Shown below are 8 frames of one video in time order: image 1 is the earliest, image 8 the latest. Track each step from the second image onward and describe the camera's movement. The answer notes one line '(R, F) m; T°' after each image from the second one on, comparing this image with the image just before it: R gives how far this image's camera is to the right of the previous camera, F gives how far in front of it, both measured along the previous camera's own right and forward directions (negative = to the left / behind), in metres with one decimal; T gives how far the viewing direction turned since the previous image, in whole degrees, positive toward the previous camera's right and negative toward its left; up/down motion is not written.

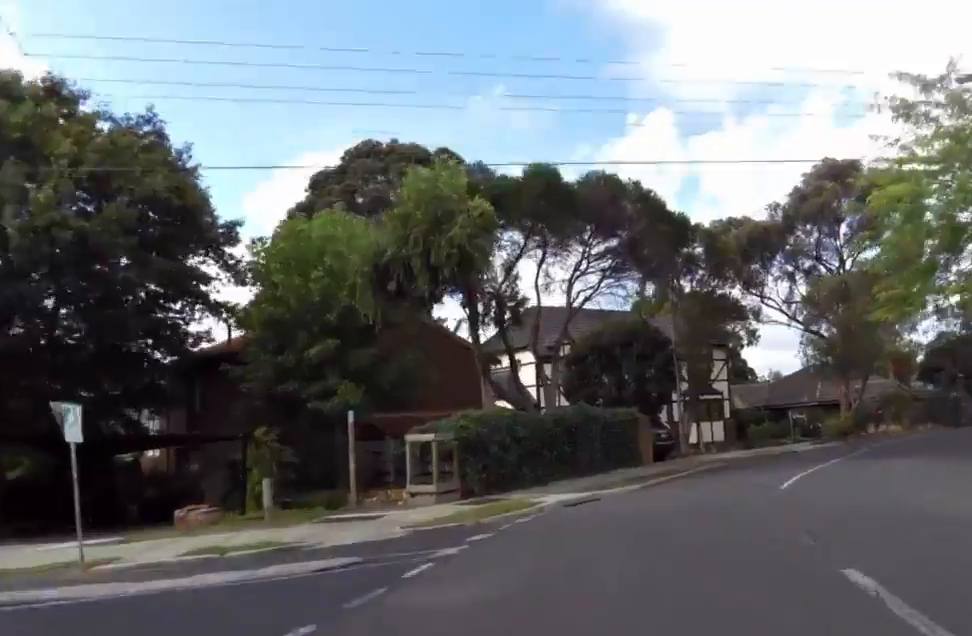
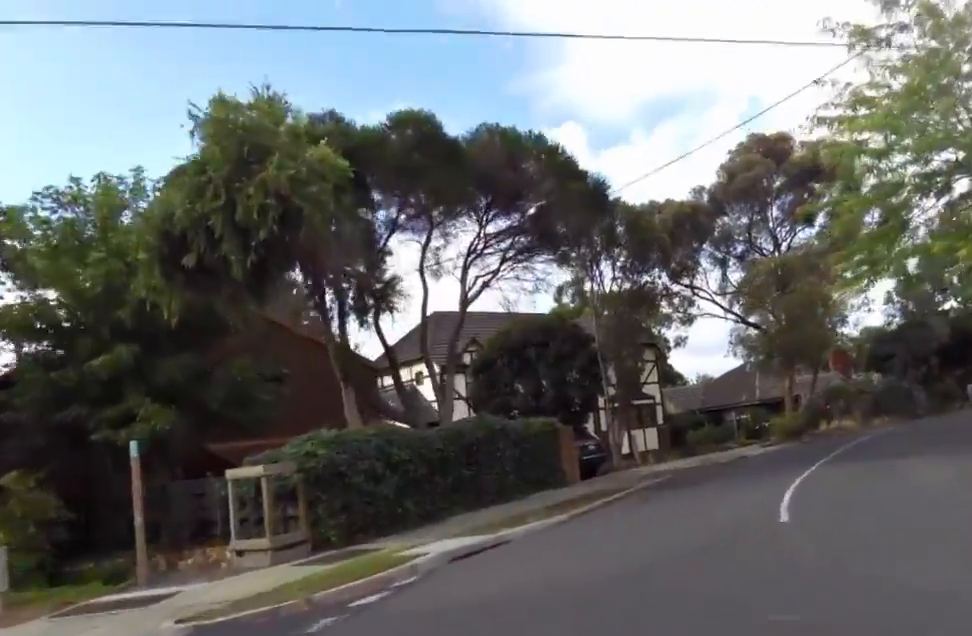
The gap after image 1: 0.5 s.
(+0.4, +4.7) m; +3°
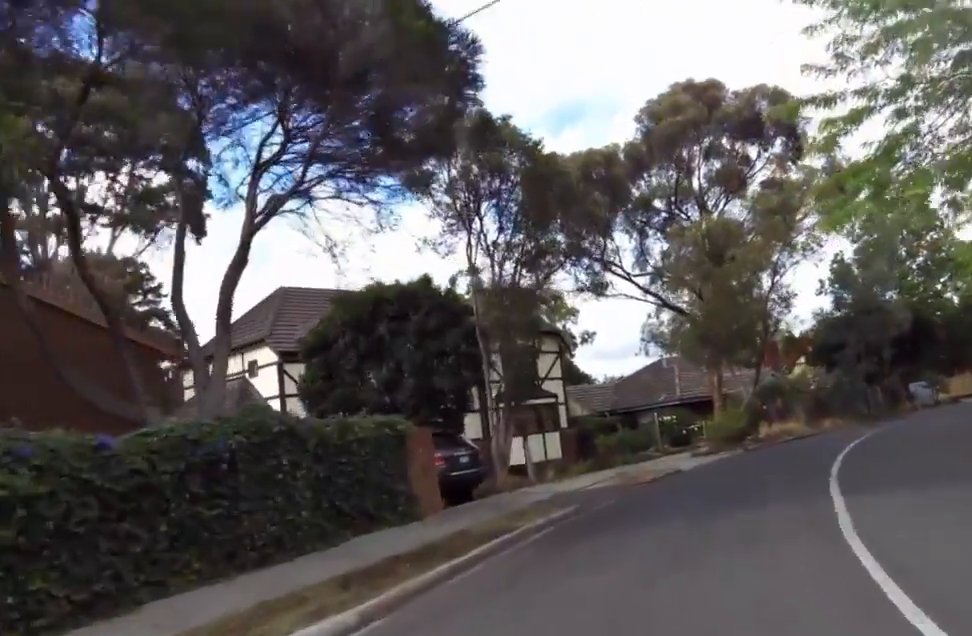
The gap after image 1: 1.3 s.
(+0.2, +7.2) m; +10°
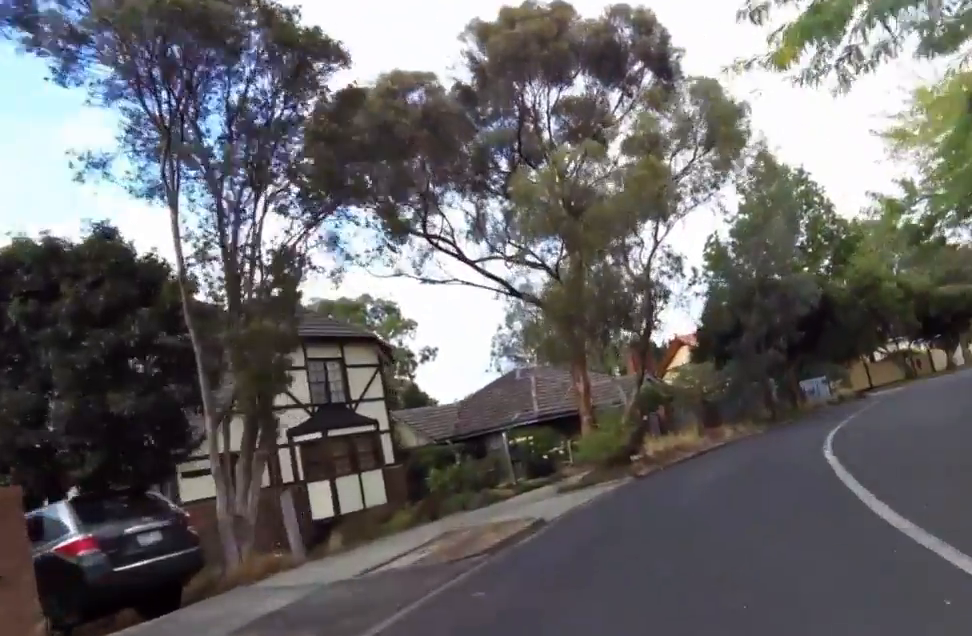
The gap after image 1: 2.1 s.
(+0.4, +6.7) m; +12°
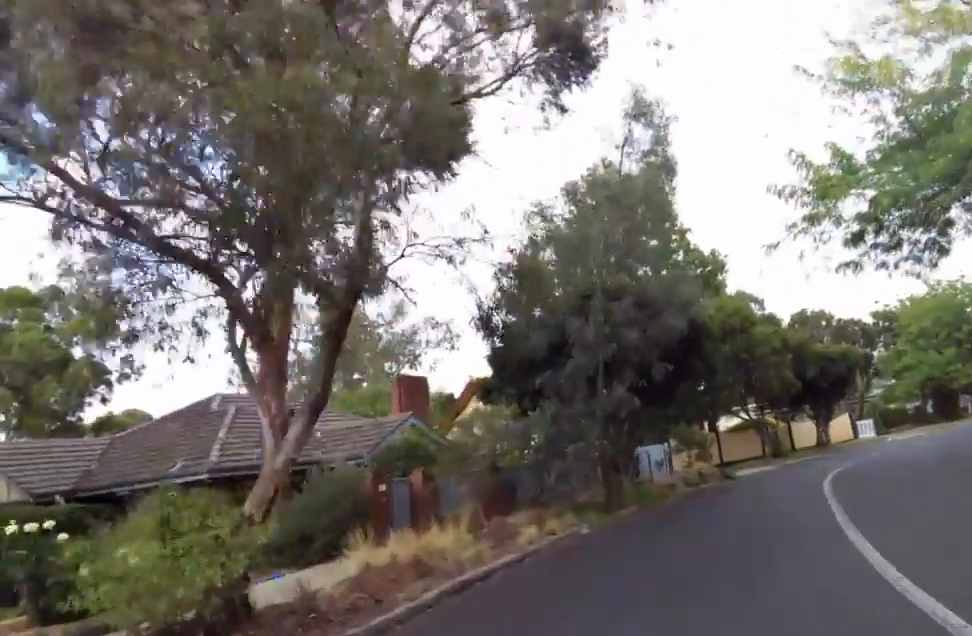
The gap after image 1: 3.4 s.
(+1.9, +10.9) m; +14°
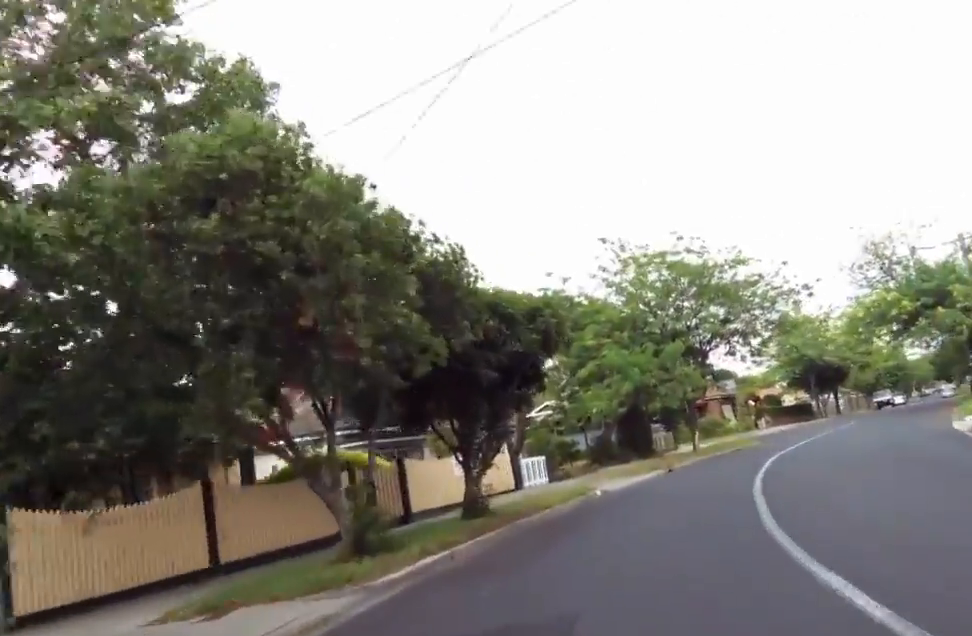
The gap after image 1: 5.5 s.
(+5.2, +15.5) m; +37°
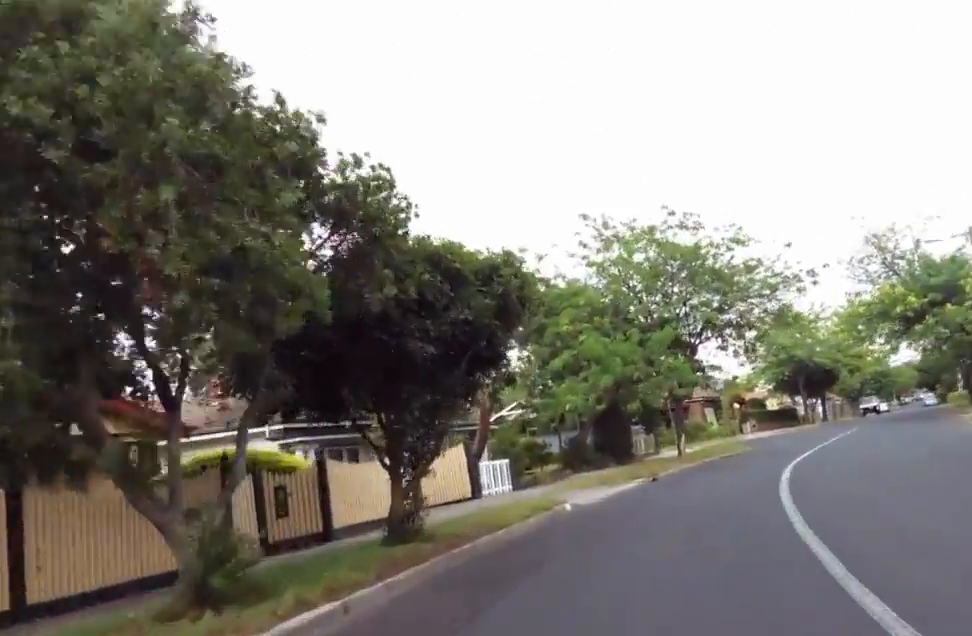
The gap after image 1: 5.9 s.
(+0.2, +3.1) m; +4°
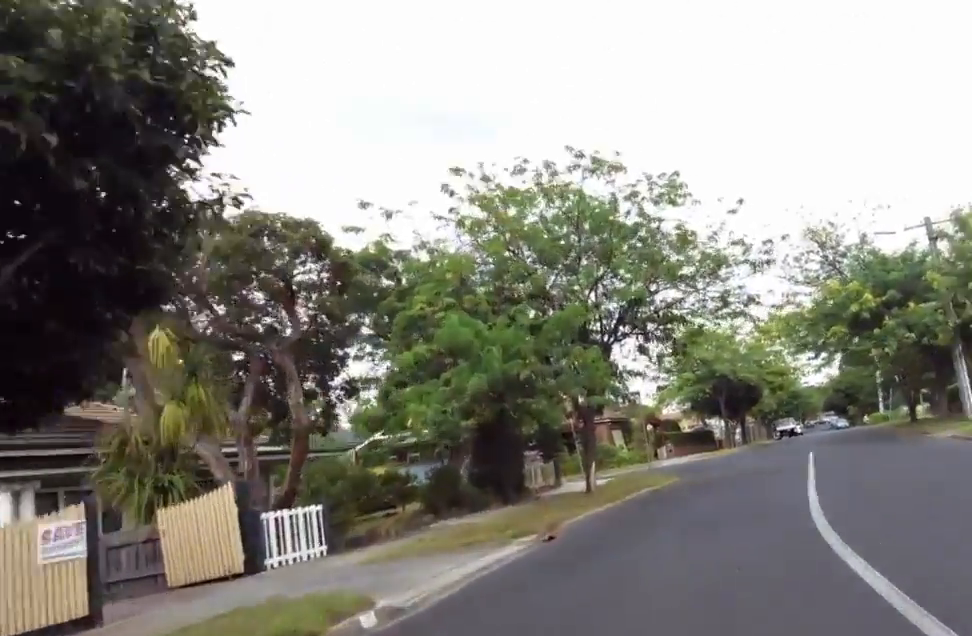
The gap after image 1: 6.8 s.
(0.0, +6.5) m; 0°
